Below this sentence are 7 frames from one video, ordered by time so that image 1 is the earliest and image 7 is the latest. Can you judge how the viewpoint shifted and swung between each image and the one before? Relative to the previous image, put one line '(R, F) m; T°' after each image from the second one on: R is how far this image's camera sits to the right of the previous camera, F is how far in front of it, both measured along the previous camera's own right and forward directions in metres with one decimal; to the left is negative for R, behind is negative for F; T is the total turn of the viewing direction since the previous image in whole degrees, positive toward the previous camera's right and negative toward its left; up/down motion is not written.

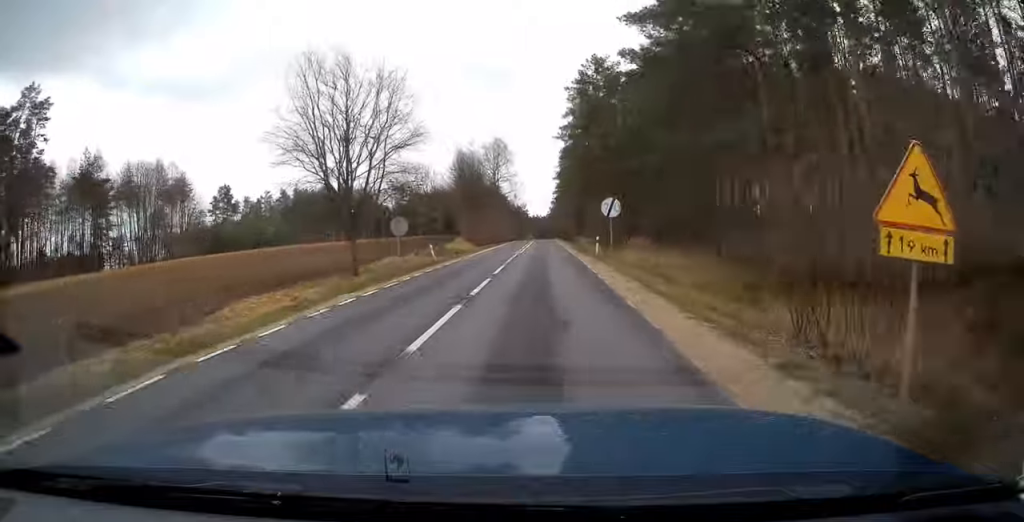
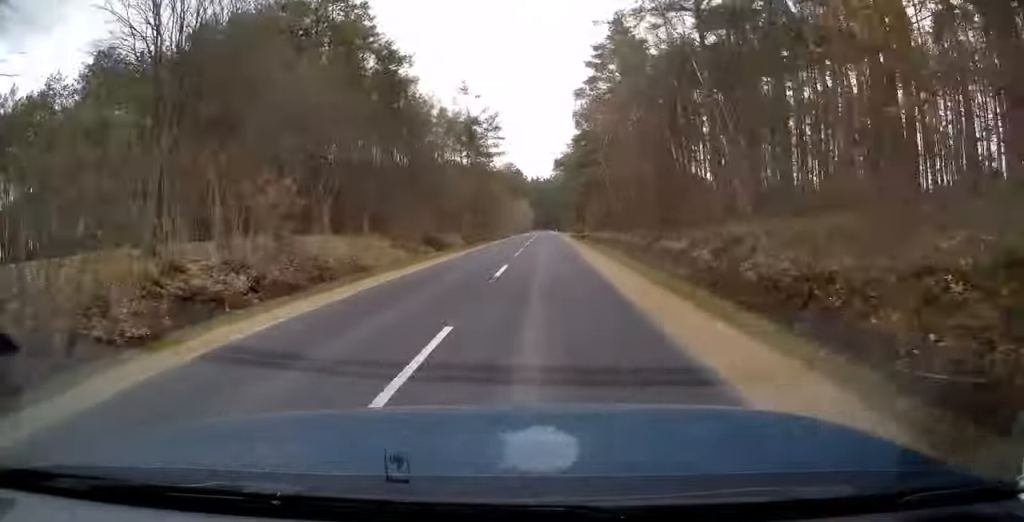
(-1.1, +135.7) m; -1°
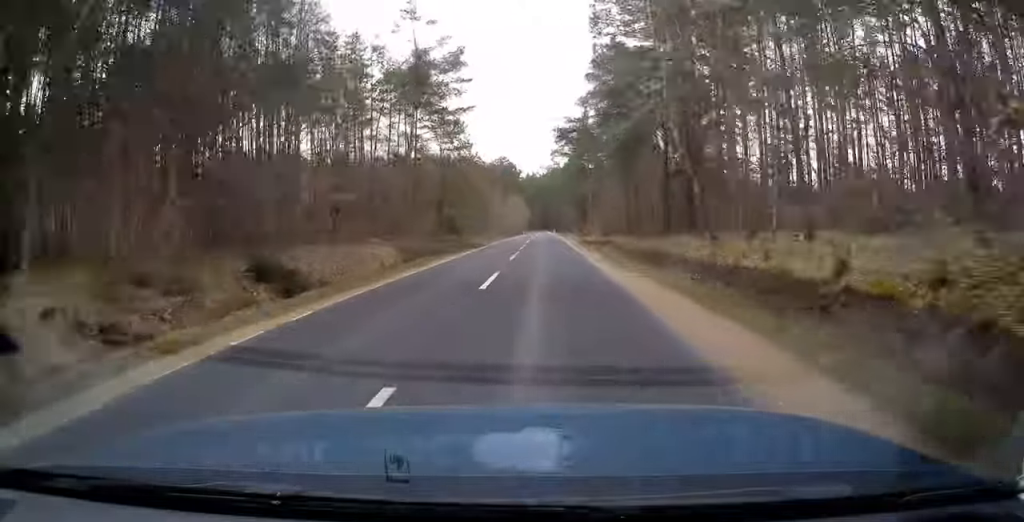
(0.0, +26.8) m; 0°
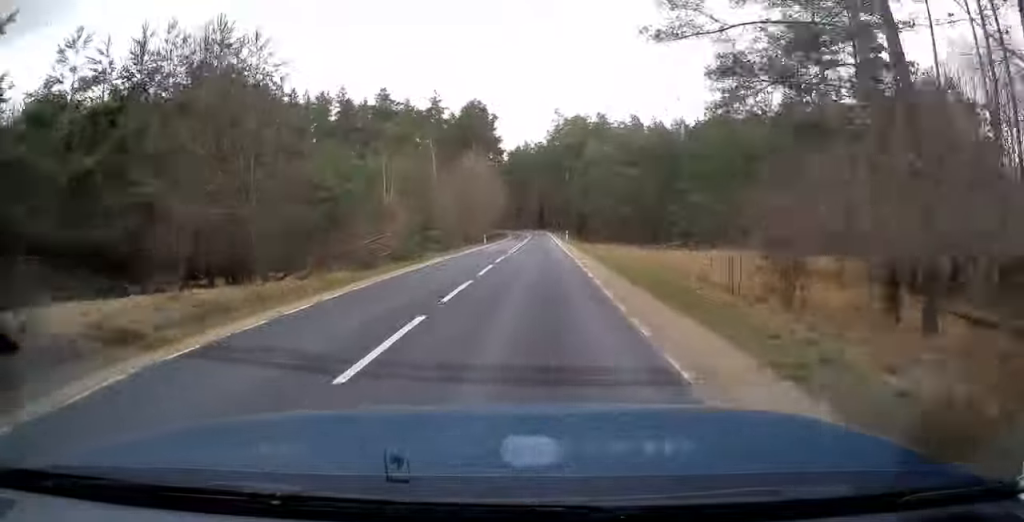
(+0.4, +103.6) m; 0°
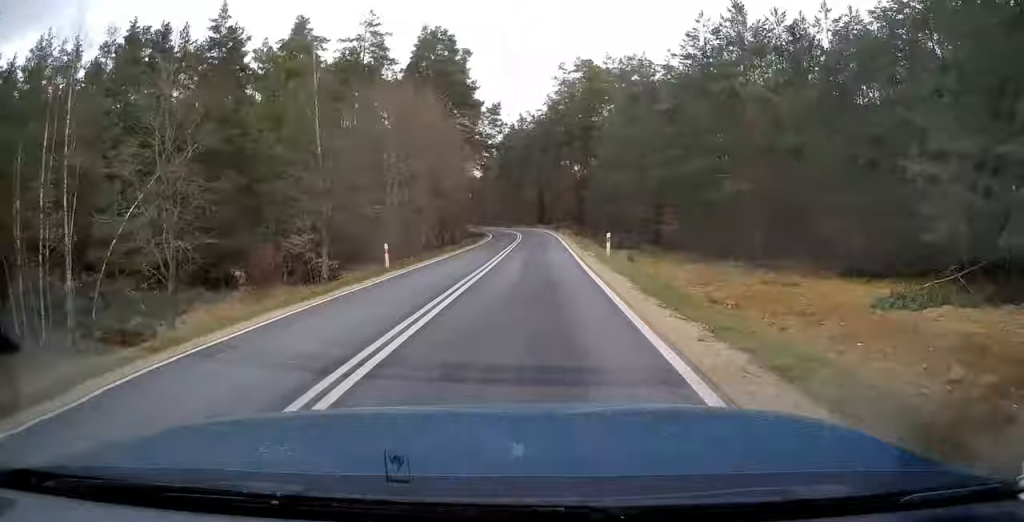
(+0.3, +40.2) m; -1°
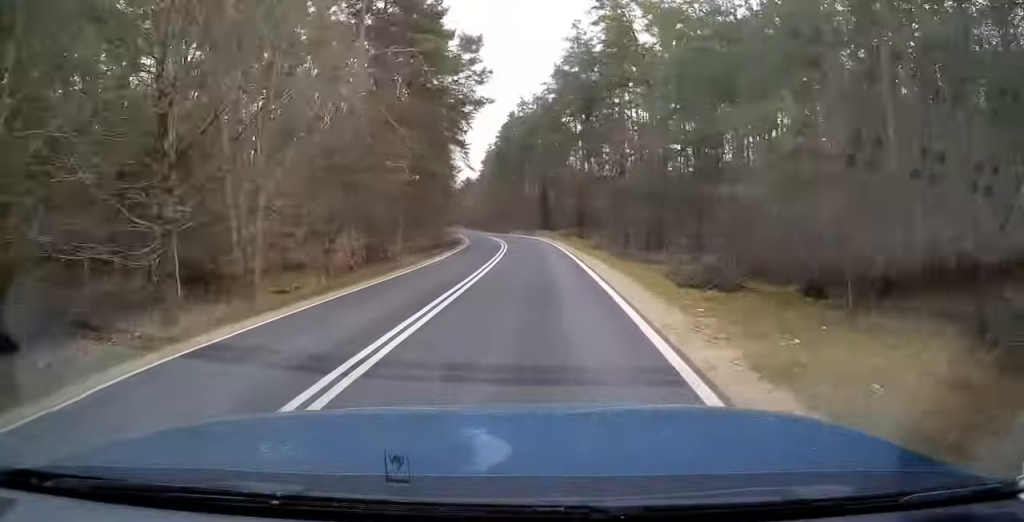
(-0.1, +28.1) m; -1°
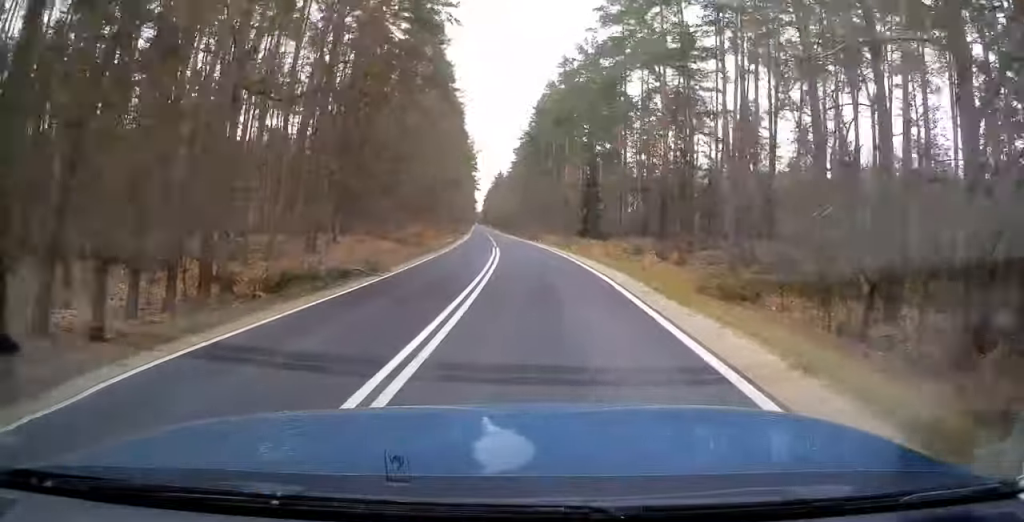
(-0.2, +36.1) m; -2°
